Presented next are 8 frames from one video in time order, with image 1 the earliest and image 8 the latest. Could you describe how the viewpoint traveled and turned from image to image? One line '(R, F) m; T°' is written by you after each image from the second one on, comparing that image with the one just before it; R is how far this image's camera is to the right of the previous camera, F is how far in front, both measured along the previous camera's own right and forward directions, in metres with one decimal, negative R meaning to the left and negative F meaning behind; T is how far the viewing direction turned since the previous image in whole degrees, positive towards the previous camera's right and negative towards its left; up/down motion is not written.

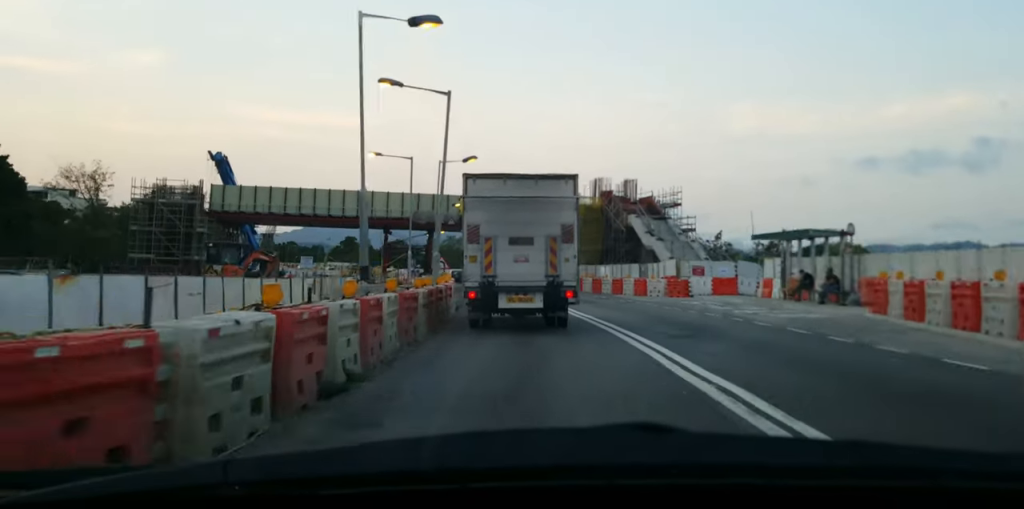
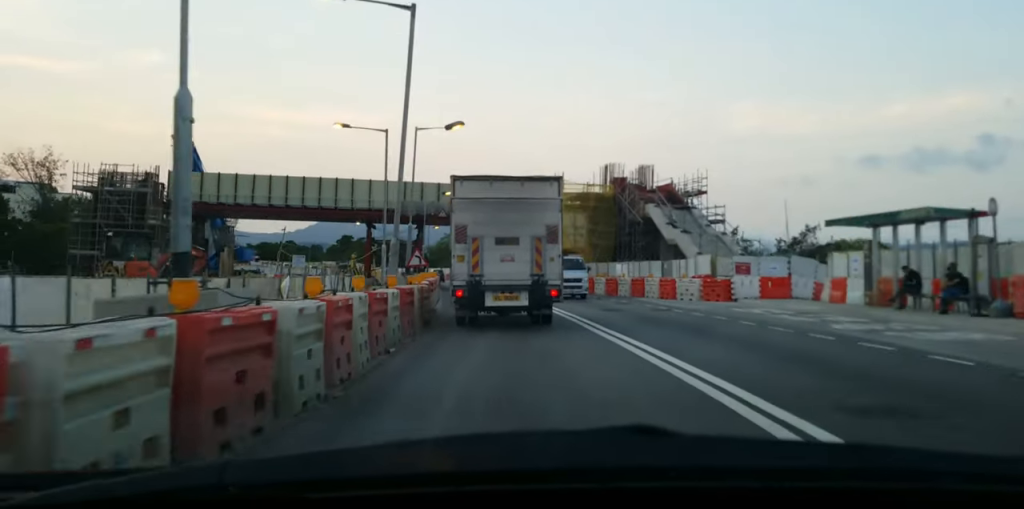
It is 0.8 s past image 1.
(0.0, +7.1) m; -1°
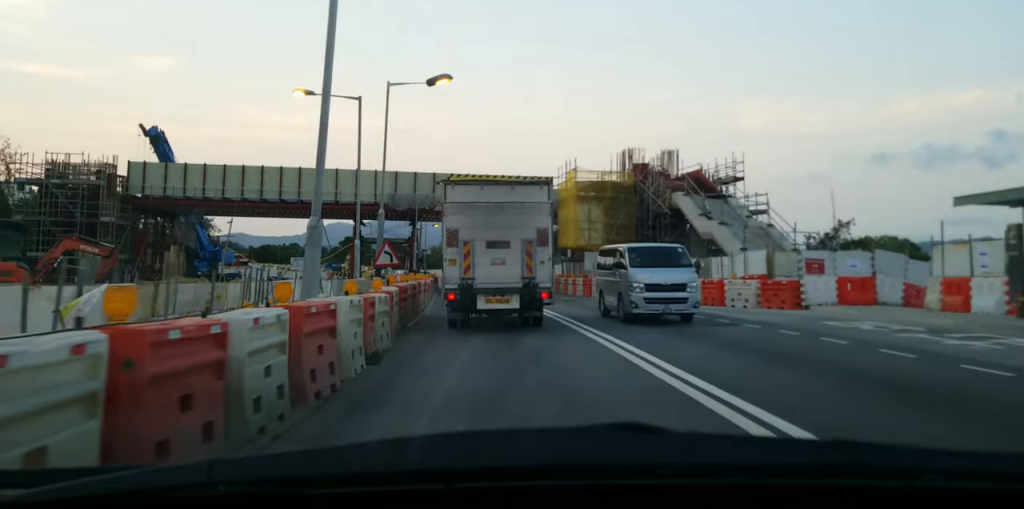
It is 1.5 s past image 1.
(-0.1, +6.5) m; -1°
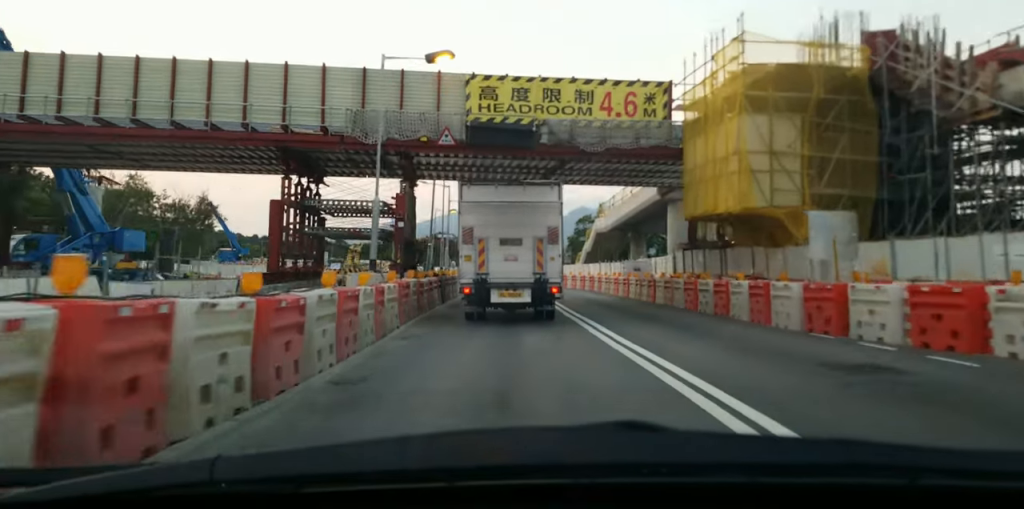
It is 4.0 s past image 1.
(-0.4, +24.2) m; -4°
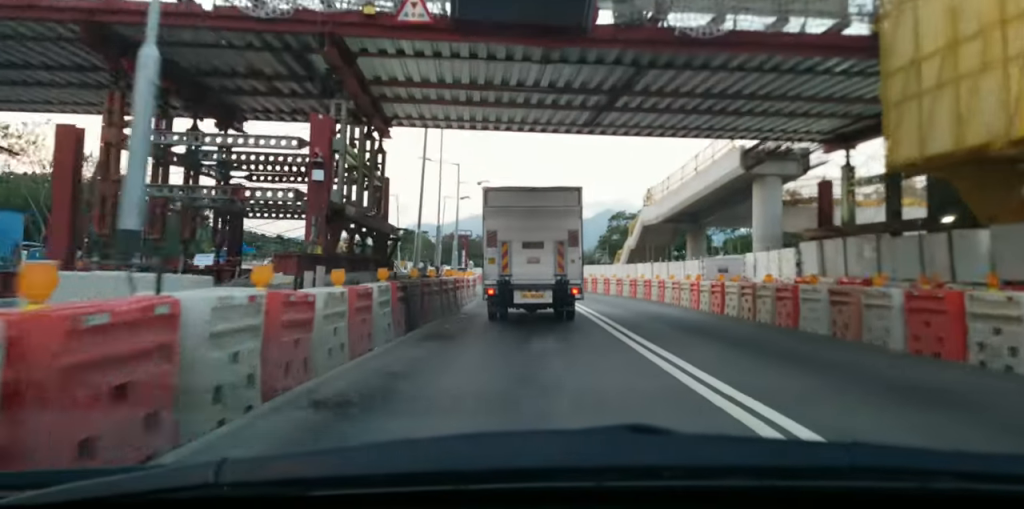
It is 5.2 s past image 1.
(-0.4, +12.3) m; -2°
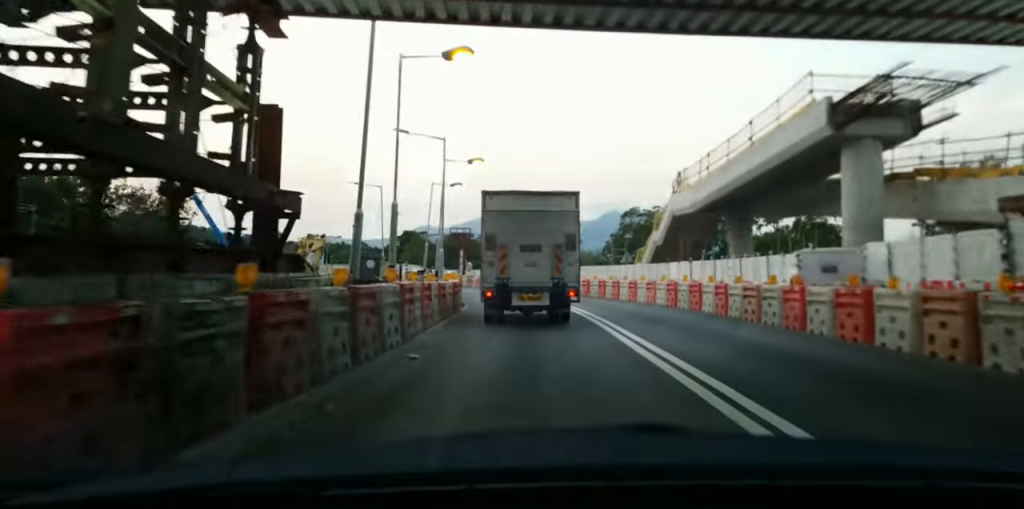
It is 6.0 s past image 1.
(0.0, +9.3) m; +1°
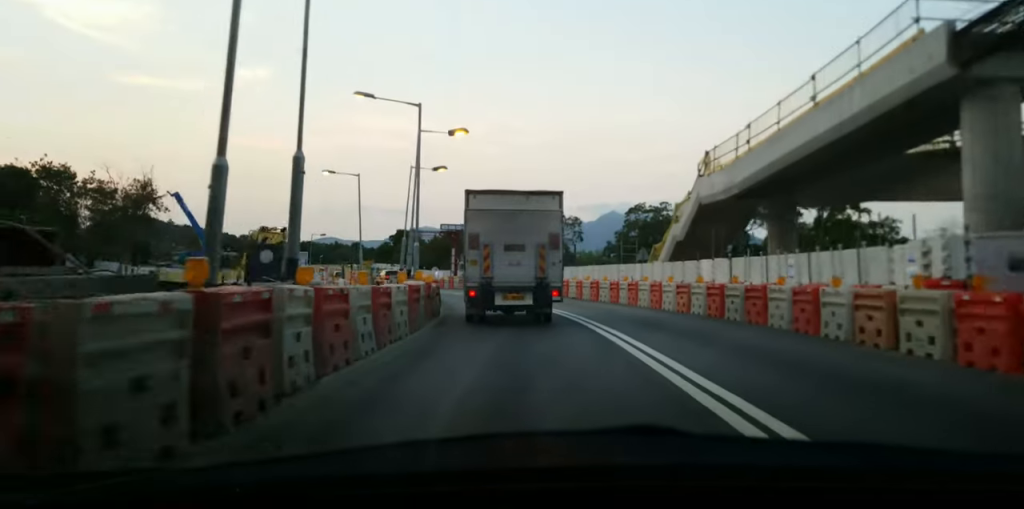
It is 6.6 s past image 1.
(+0.1, +6.8) m; 0°
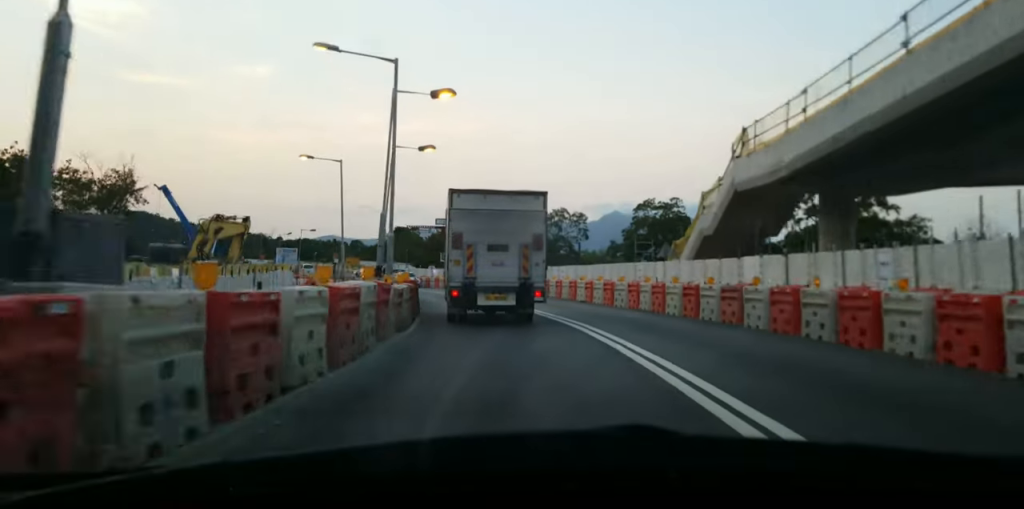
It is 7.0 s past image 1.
(0.0, +5.1) m; 0°
